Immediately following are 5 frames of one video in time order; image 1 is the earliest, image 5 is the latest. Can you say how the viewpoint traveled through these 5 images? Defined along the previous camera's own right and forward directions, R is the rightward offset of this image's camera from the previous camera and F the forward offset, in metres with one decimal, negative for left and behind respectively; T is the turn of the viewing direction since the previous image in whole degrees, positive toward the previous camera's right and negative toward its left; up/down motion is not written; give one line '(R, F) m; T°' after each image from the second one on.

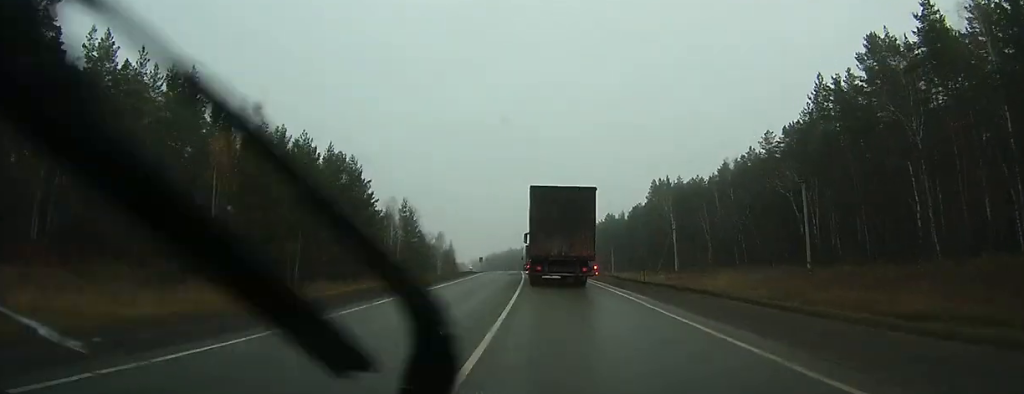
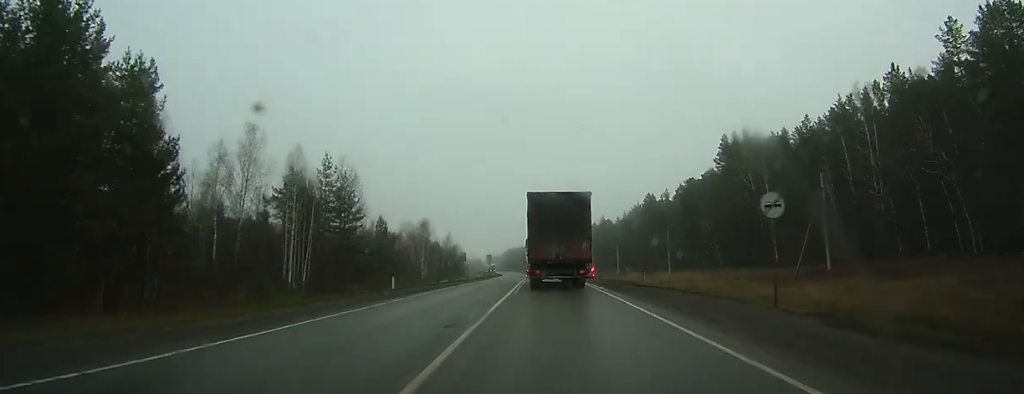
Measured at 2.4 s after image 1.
(-0.4, +50.2) m; -1°
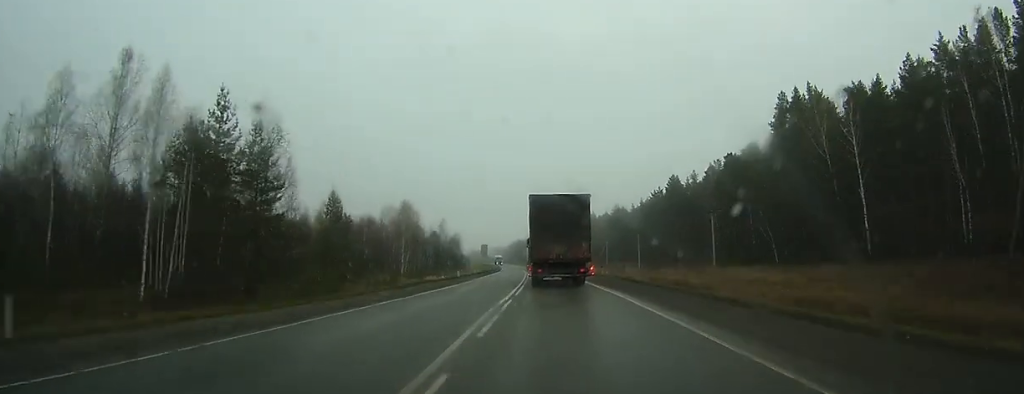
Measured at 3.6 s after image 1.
(-0.2, +24.5) m; -1°
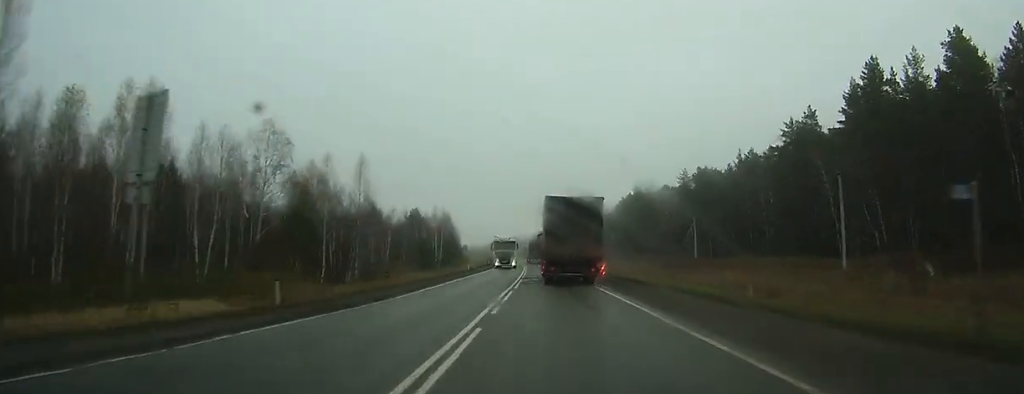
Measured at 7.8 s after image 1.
(-2.0, +92.8) m; -3°
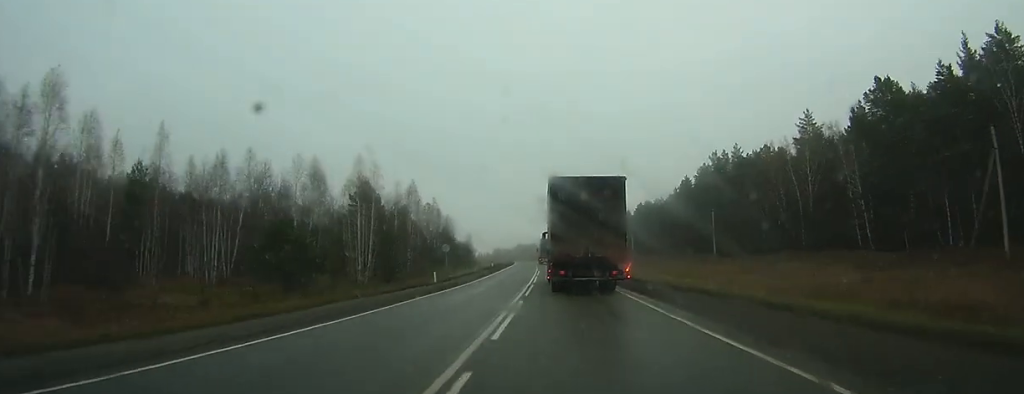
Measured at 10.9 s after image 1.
(-1.4, +73.9) m; -3°
